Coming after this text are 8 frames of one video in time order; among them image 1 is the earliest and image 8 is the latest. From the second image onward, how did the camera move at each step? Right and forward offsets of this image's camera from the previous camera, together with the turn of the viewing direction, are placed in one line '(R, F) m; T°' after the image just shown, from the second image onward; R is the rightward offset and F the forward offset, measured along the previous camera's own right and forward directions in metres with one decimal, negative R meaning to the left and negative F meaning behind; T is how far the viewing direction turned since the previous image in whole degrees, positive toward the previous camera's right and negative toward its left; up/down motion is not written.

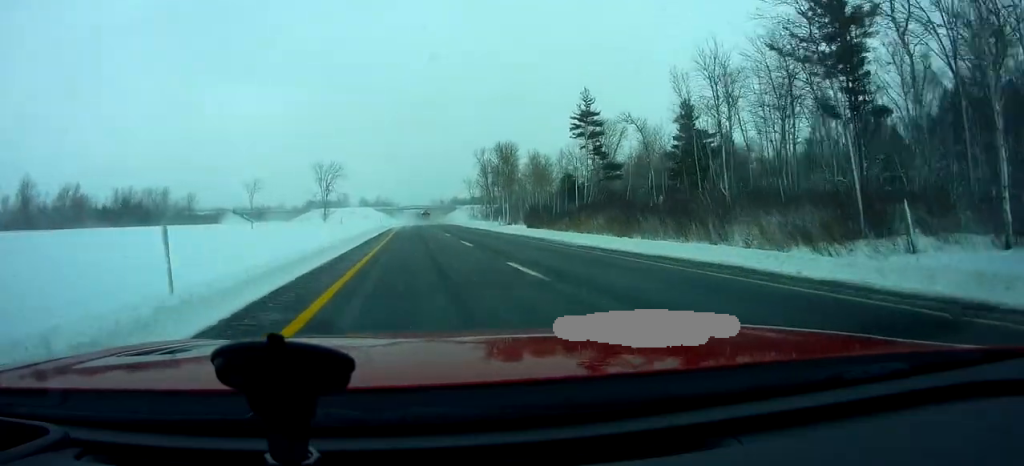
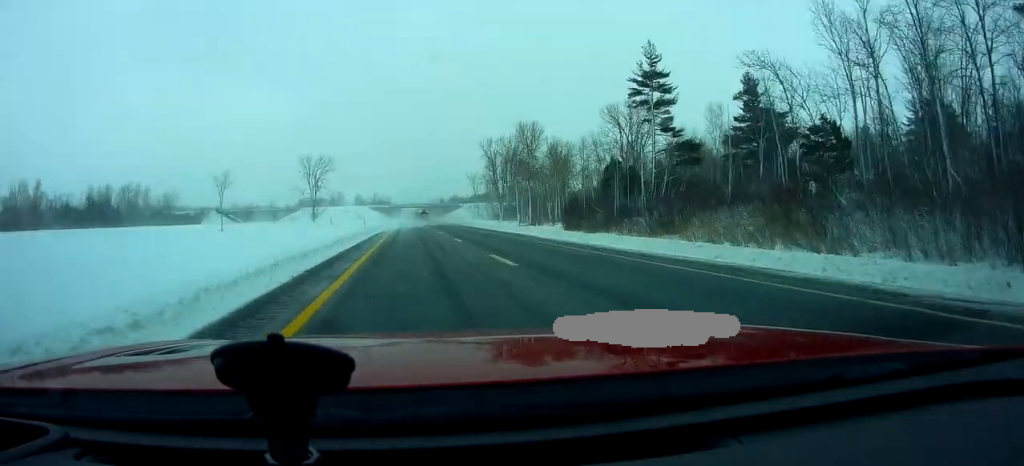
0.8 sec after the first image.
(-0.1, +22.2) m; 0°
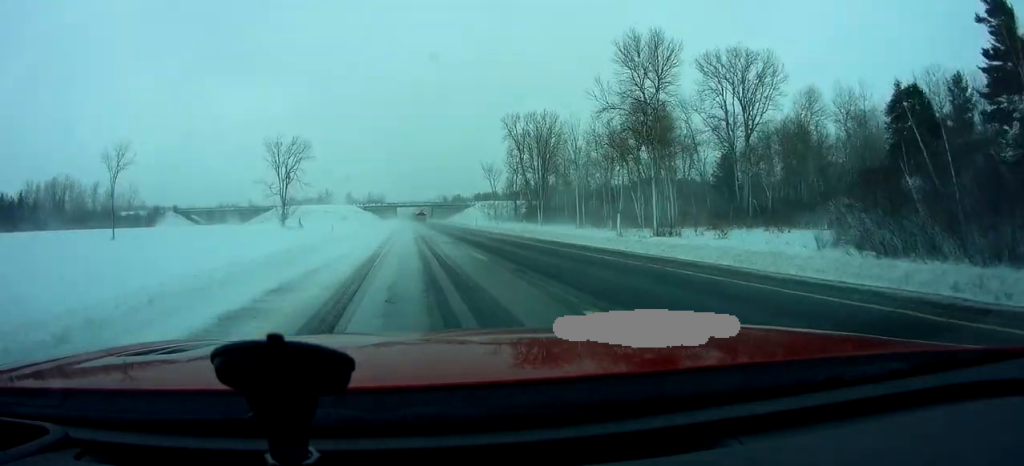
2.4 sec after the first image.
(+0.3, +46.6) m; -1°
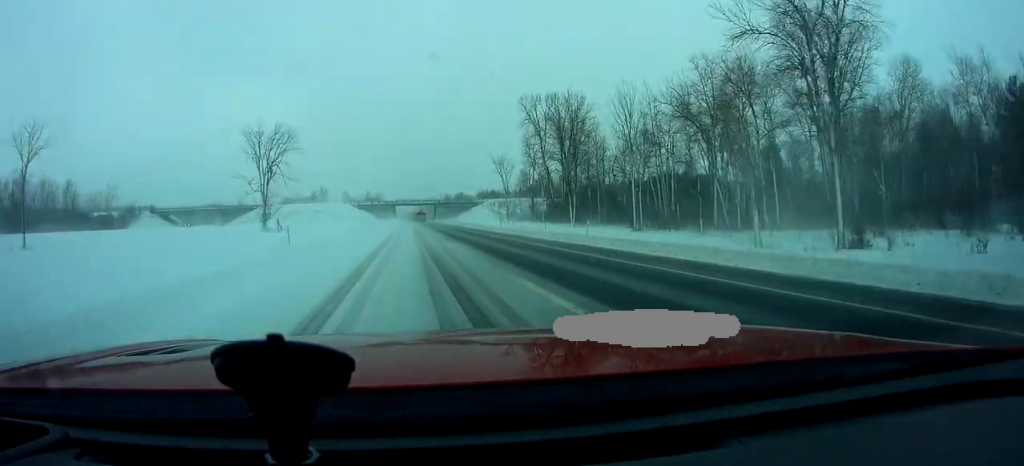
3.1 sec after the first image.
(0.0, +20.8) m; +1°
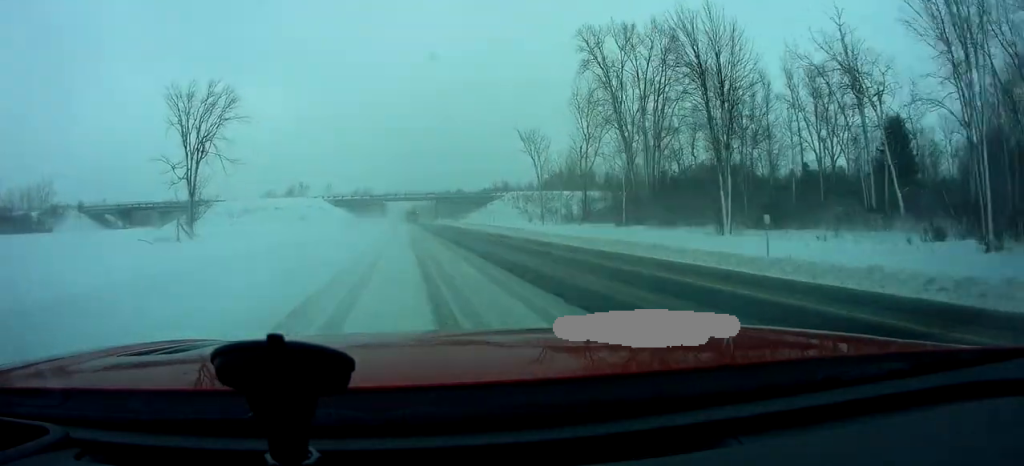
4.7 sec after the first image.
(+0.6, +43.7) m; 0°
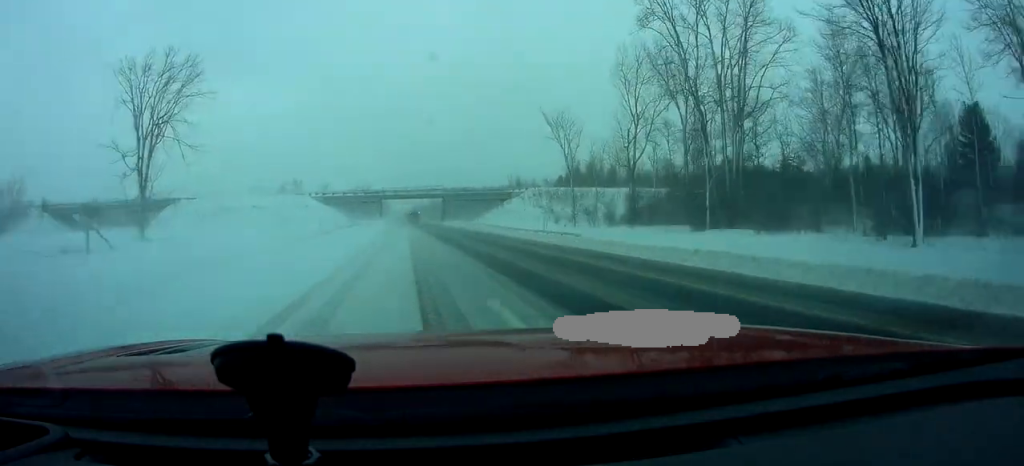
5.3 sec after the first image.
(-0.4, +19.0) m; 0°
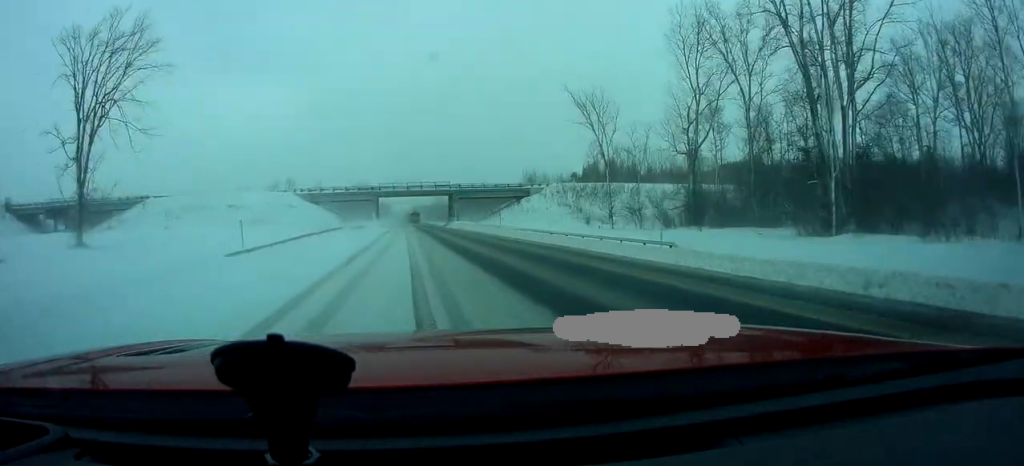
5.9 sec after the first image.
(+0.2, +16.1) m; 0°
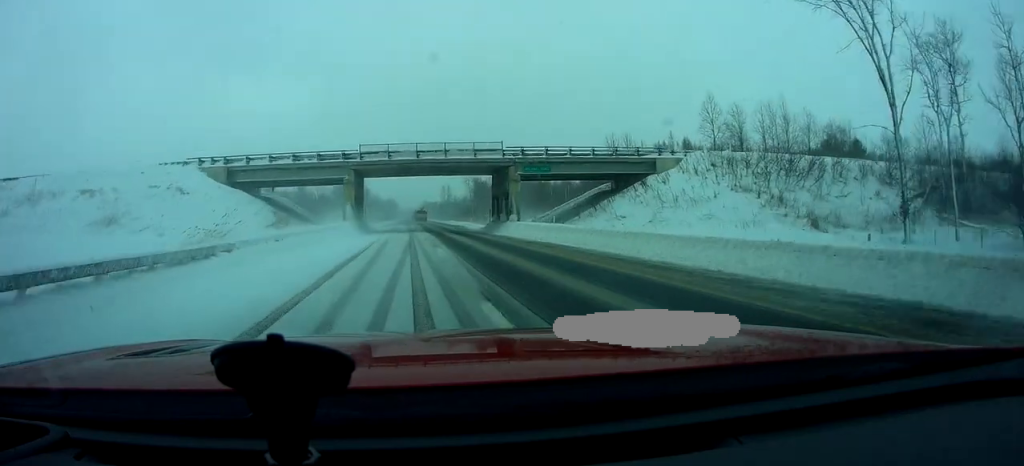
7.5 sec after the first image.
(-0.3, +46.2) m; -1°
